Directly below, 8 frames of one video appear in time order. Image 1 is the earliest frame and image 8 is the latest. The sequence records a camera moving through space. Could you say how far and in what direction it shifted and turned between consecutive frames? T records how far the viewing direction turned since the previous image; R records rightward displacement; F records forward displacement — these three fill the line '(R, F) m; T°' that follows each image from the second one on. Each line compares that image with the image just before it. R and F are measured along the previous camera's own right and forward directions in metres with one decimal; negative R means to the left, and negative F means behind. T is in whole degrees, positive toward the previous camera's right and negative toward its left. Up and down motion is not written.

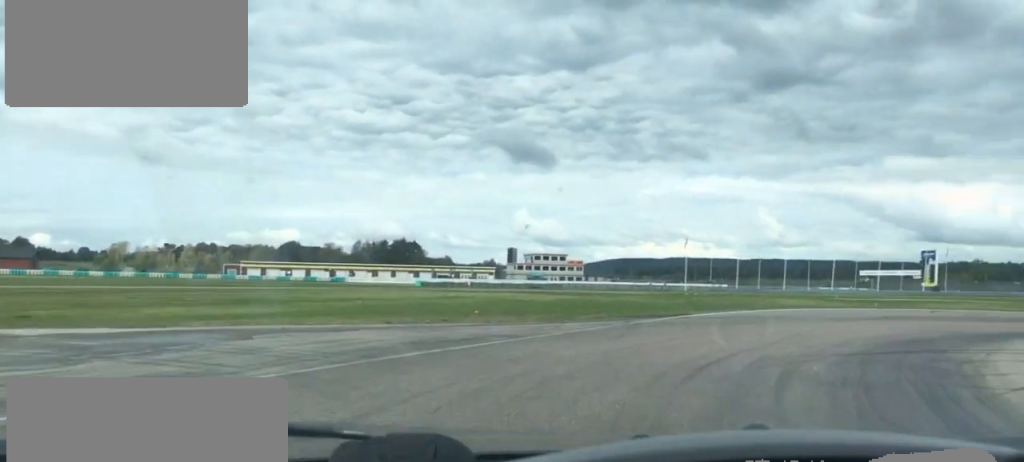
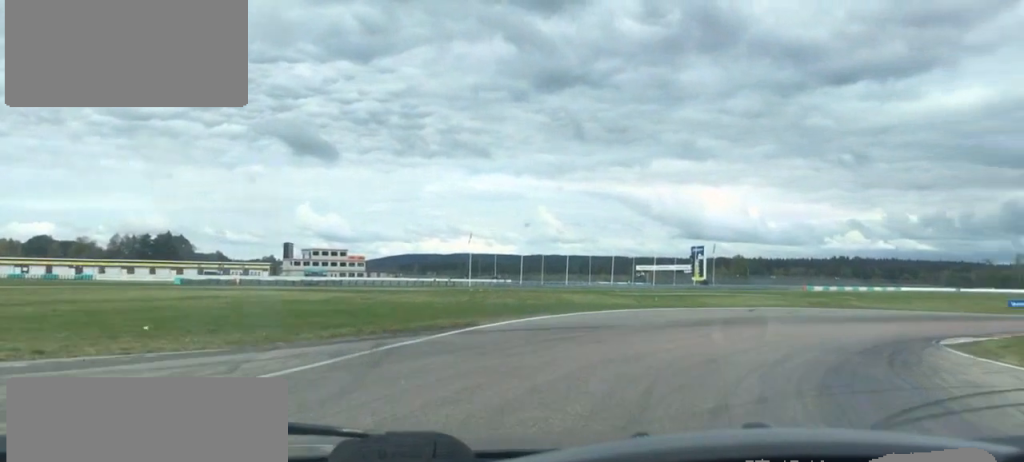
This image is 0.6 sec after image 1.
(+2.8, +10.9) m; +25°
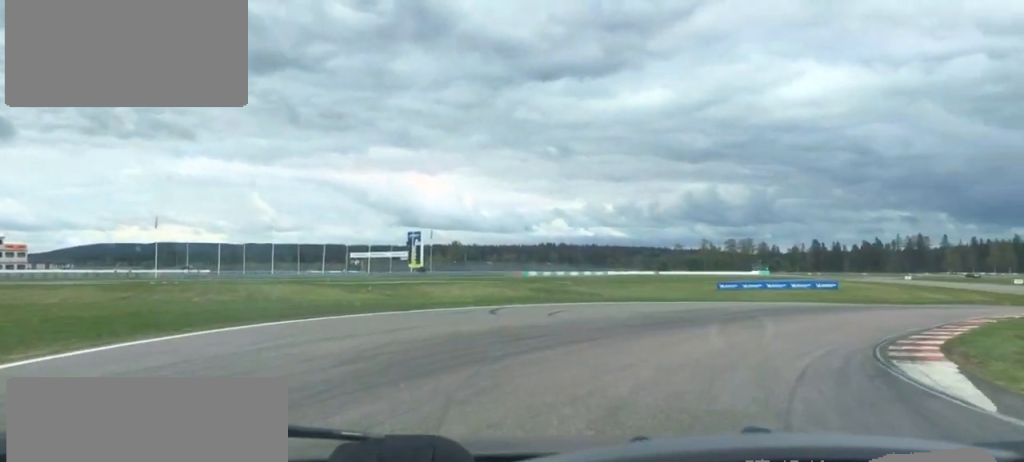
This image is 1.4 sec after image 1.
(+4.9, +21.0) m; +13°
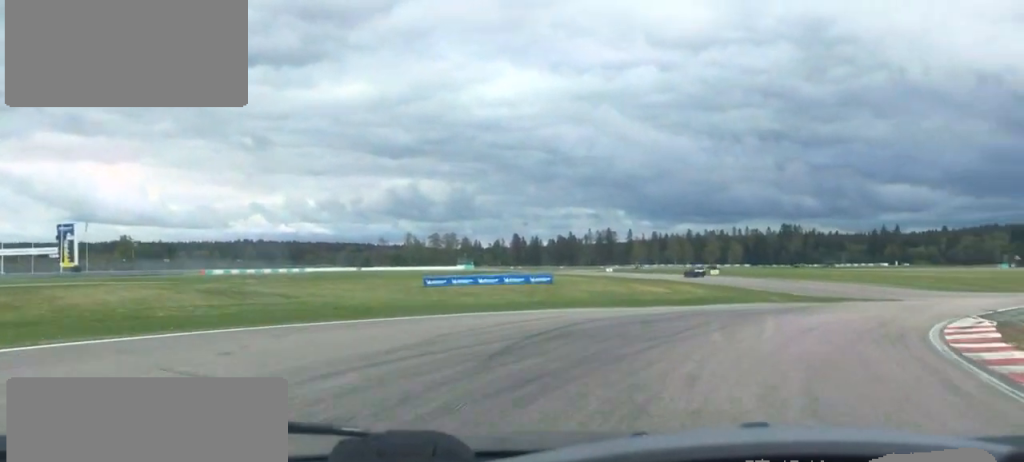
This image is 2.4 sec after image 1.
(+0.9, +22.8) m; +8°
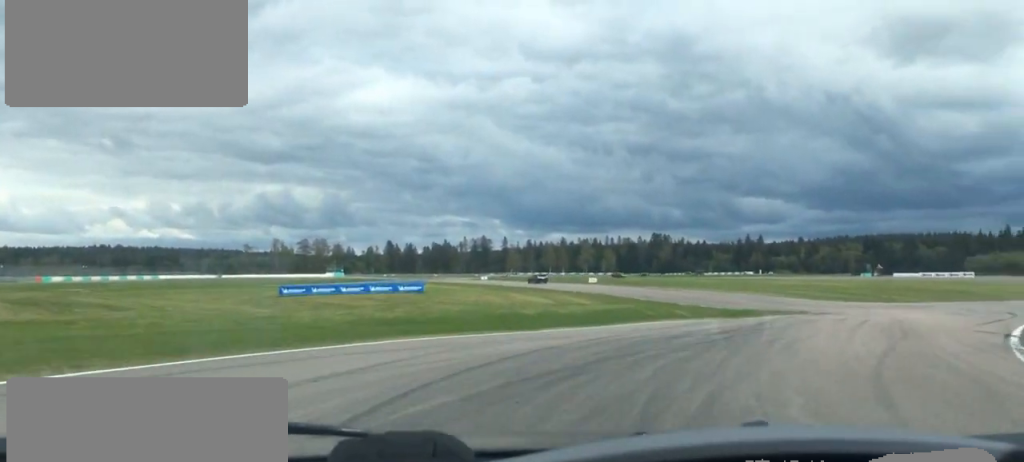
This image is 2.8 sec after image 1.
(-0.1, +10.5) m; +5°
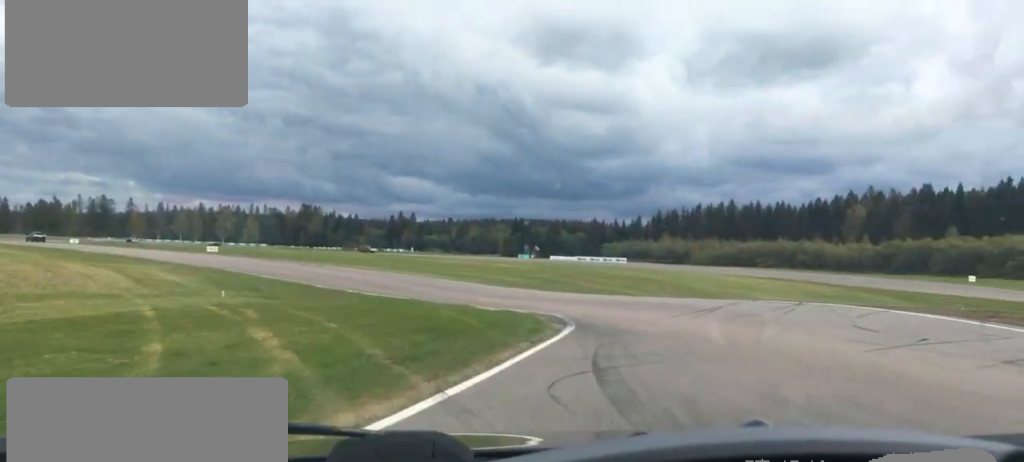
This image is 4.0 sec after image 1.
(+5.2, +27.1) m; +17°
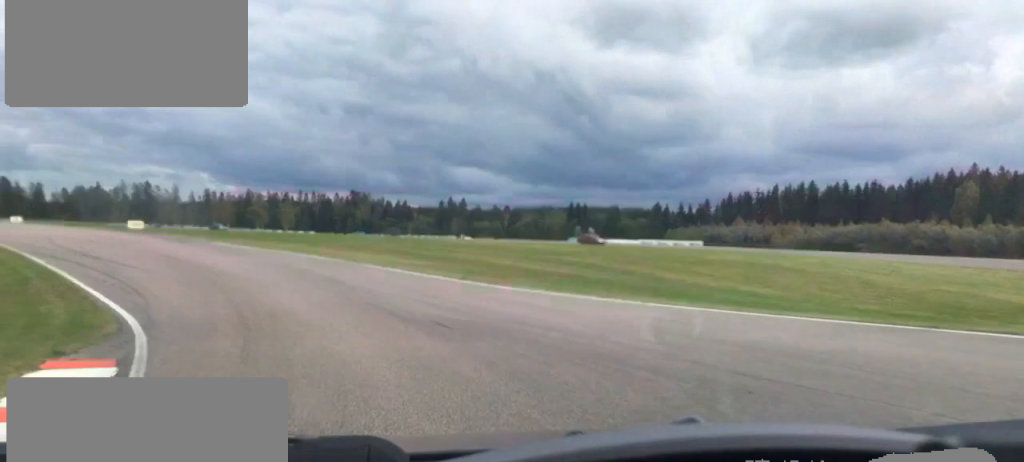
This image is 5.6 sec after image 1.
(+2.9, +35.8) m; -5°
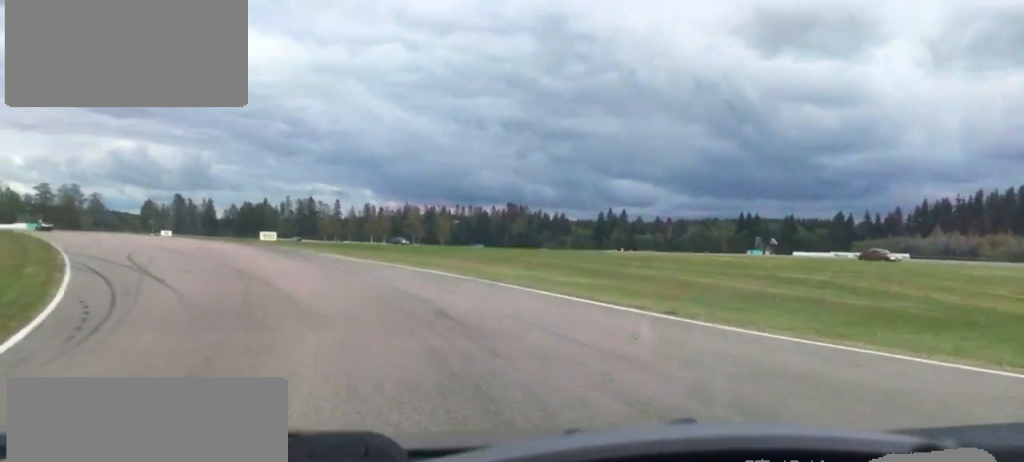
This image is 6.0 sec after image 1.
(-1.4, +11.3) m; -7°
